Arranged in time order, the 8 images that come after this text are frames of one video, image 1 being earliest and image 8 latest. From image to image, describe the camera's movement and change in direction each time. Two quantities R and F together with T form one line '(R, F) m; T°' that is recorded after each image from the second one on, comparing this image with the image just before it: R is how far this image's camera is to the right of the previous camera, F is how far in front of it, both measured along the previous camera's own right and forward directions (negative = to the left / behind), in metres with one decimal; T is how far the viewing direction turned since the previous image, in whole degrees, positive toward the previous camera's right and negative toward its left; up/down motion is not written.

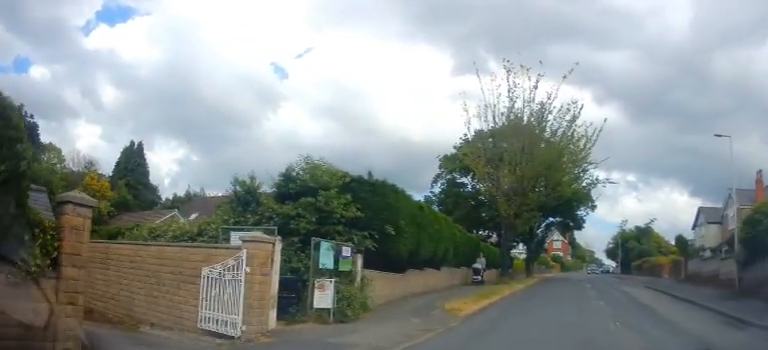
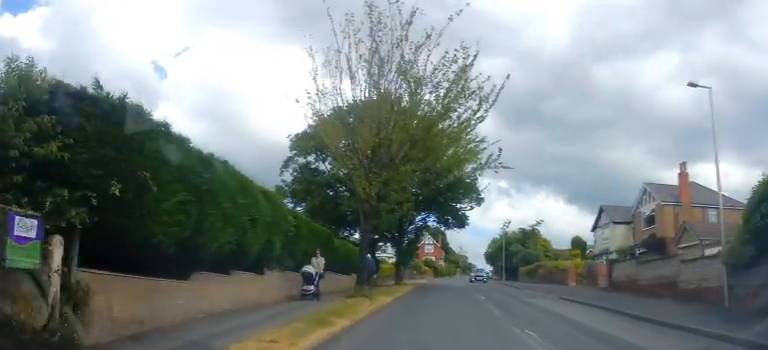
(+0.7, +6.5) m; +14°
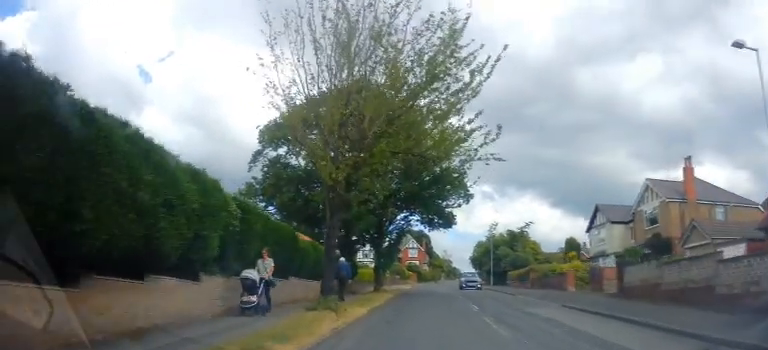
(+0.2, +2.8) m; +3°
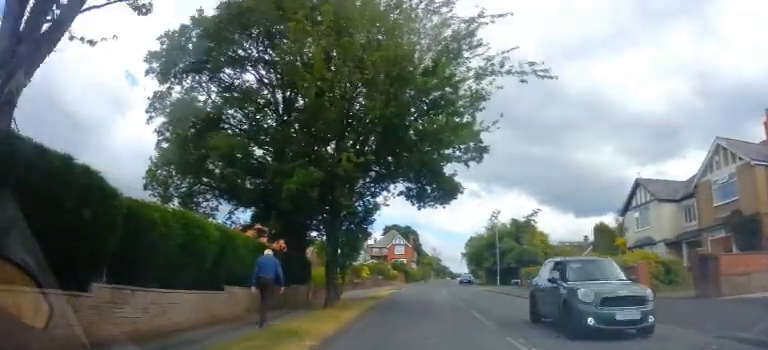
(+0.3, +10.3) m; +2°
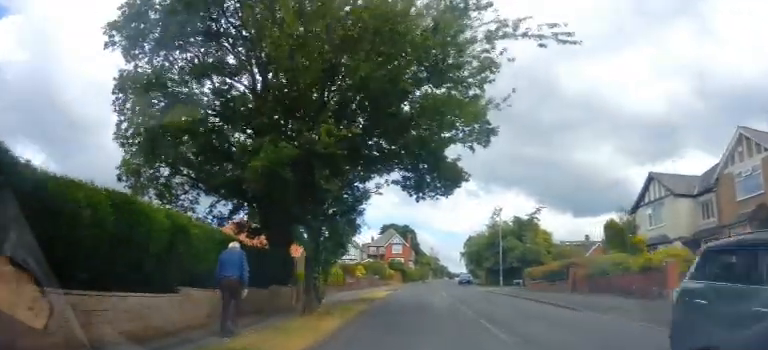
(0.0, +2.4) m; 0°
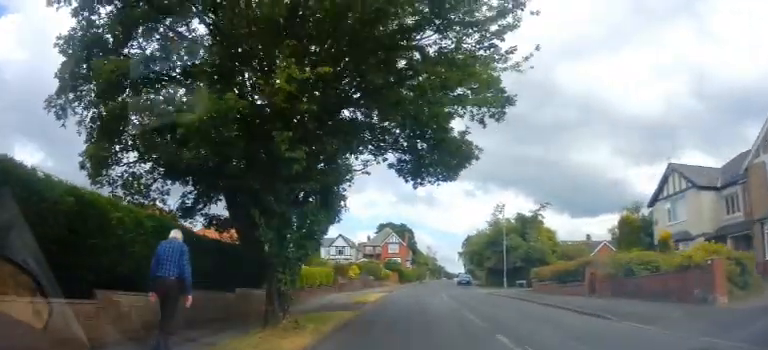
(0.0, +2.9) m; +2°
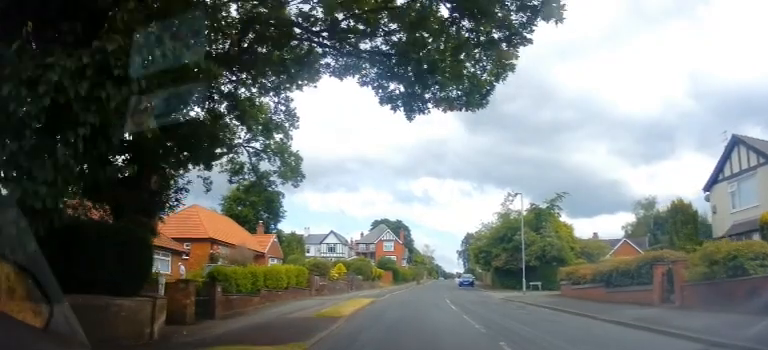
(+0.3, +6.8) m; +2°
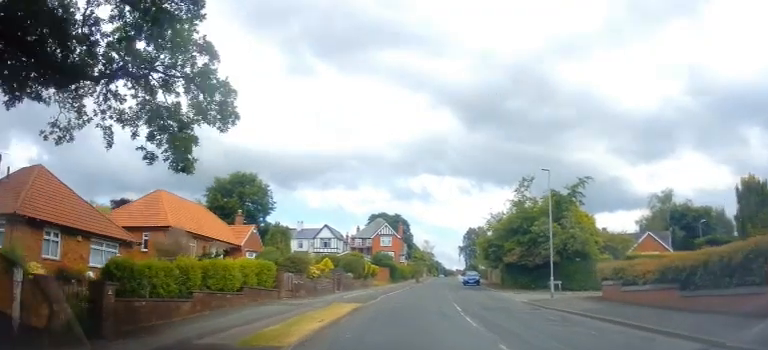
(+0.1, +5.6) m; -1°
